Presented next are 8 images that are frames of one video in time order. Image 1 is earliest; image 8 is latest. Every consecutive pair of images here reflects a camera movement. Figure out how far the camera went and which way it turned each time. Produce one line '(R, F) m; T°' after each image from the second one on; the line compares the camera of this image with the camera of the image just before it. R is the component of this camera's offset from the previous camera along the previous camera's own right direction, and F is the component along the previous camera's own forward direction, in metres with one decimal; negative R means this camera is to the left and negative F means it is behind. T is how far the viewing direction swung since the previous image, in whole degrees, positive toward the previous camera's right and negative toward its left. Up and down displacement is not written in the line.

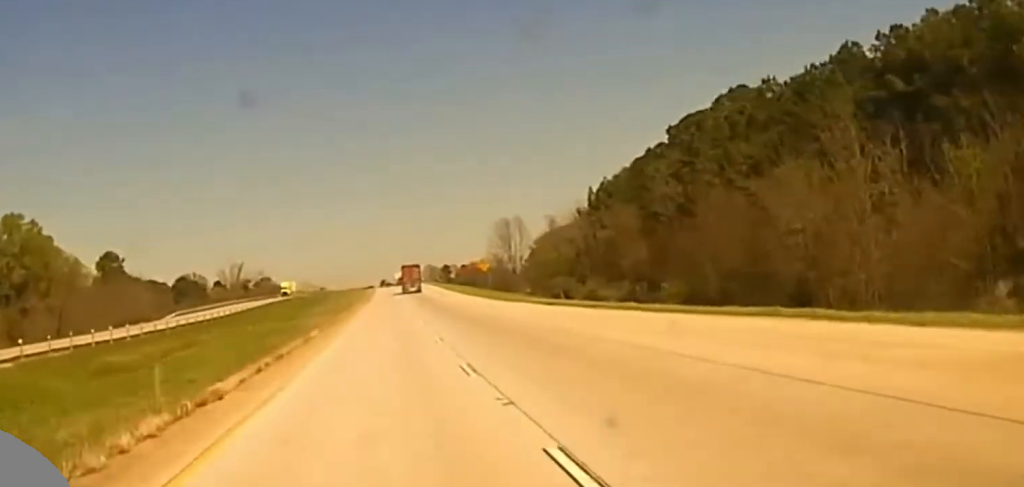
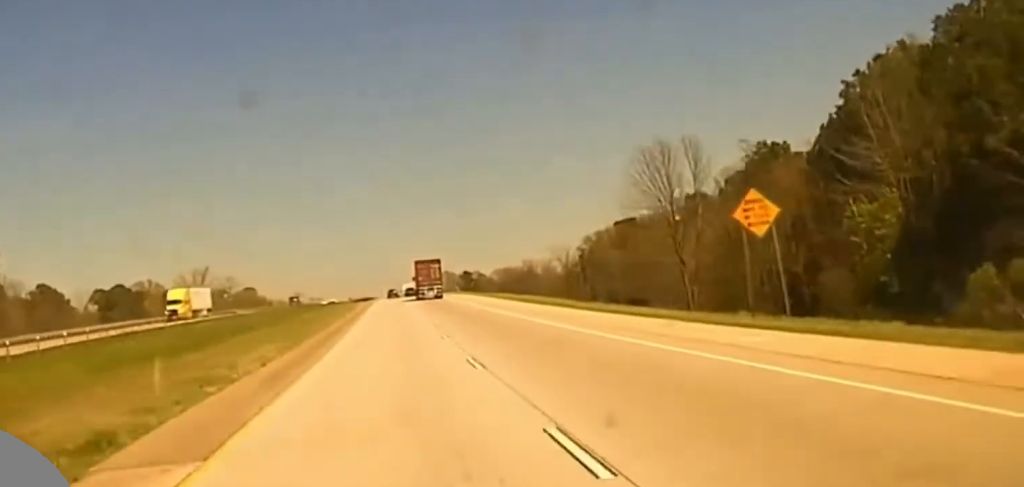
(+0.5, +98.9) m; 0°
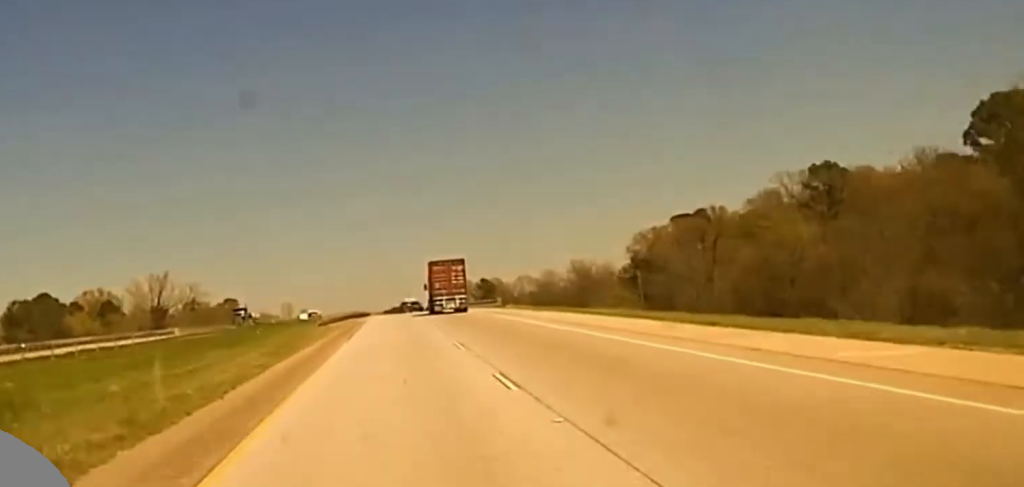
(+0.7, +66.7) m; +1°
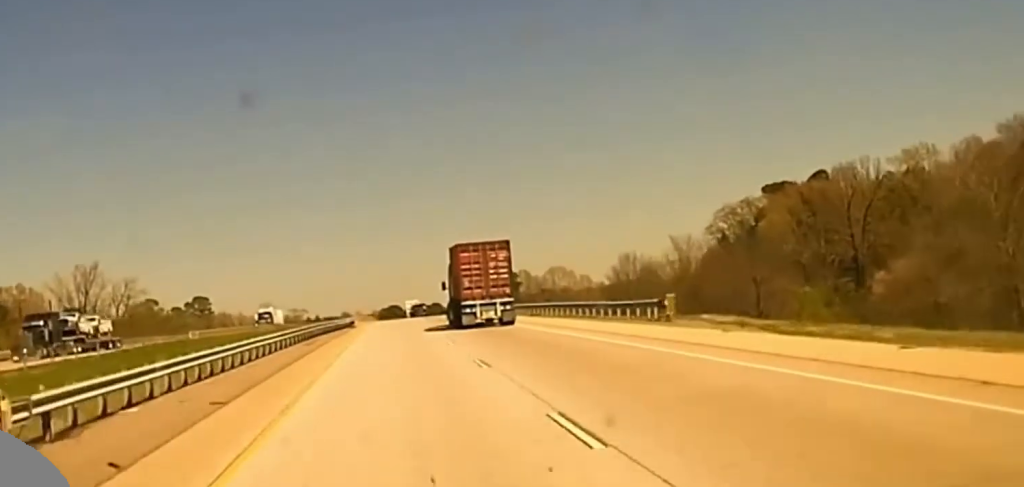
(+0.2, +67.5) m; 0°
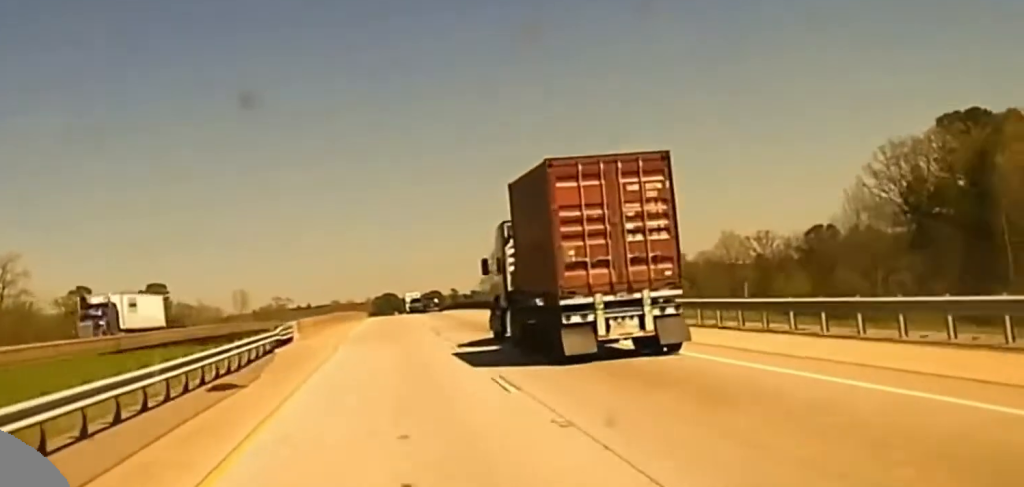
(0.0, +69.2) m; 0°
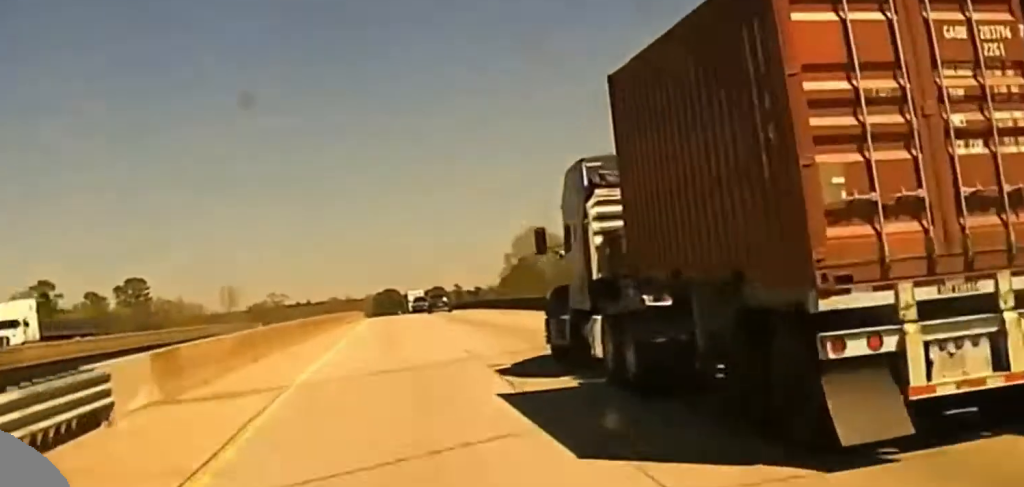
(-0.1, +31.5) m; 0°
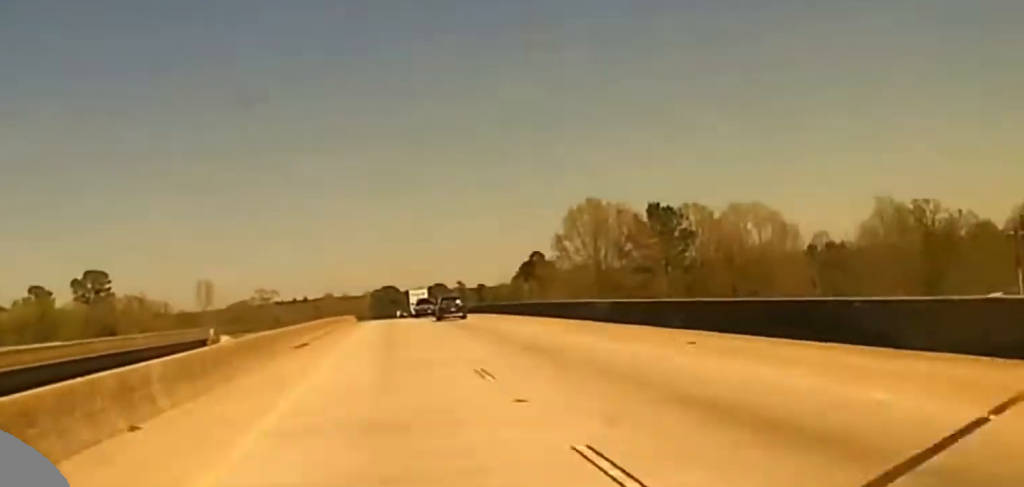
(+0.1, +44.8) m; 0°
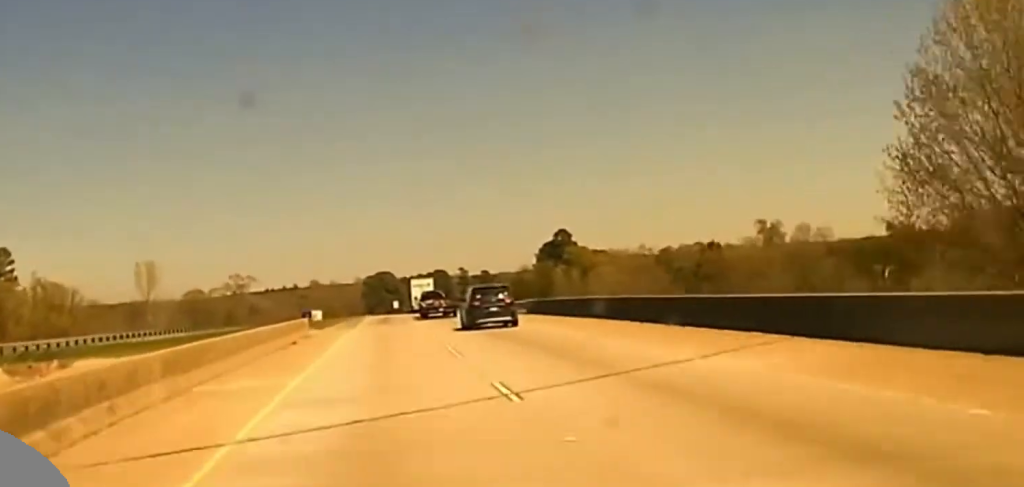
(-0.1, +63.2) m; 0°
